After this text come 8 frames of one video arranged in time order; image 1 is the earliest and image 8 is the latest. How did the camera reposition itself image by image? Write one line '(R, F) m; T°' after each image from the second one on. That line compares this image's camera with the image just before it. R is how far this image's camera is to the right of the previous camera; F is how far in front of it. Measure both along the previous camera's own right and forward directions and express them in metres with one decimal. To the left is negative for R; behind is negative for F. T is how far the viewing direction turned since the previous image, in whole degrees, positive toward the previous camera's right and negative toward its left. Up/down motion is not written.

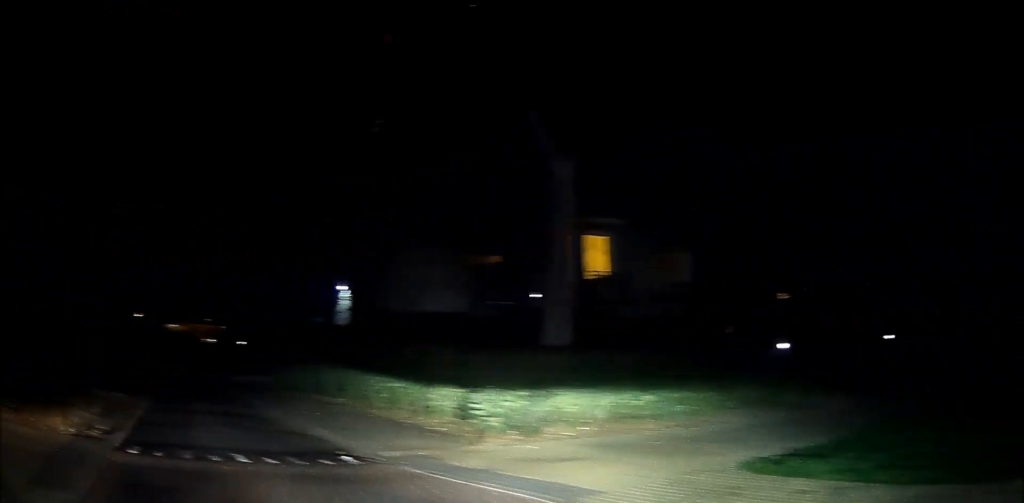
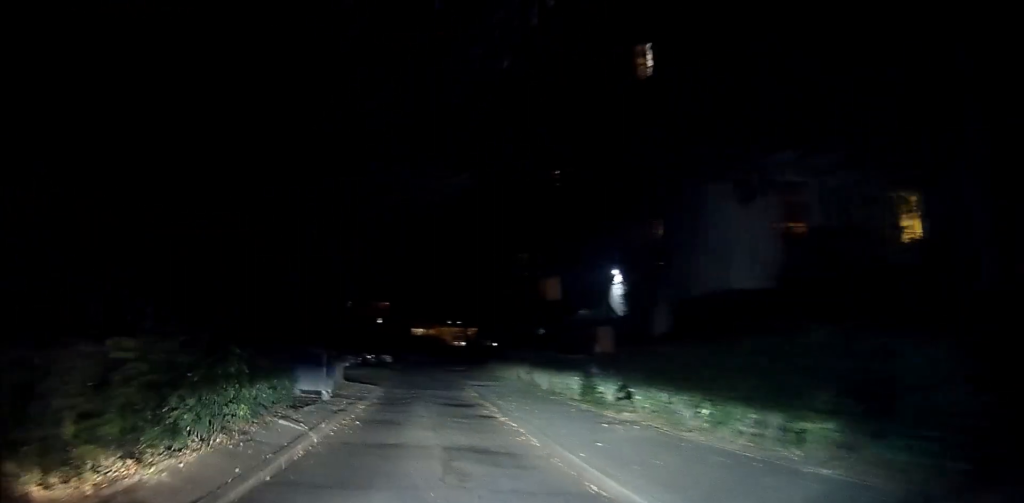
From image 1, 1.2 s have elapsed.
(-0.6, +4.4) m; -13°
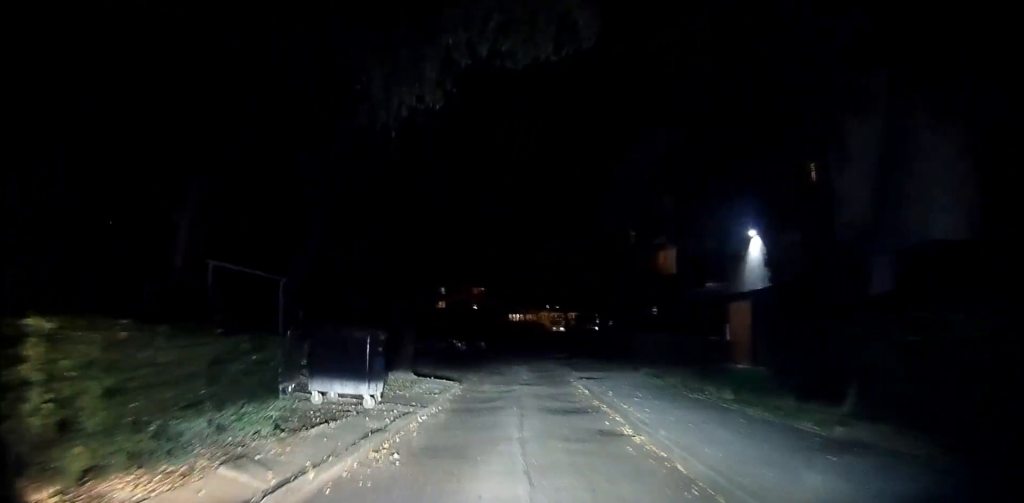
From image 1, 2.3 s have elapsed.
(-0.4, +5.1) m; -5°
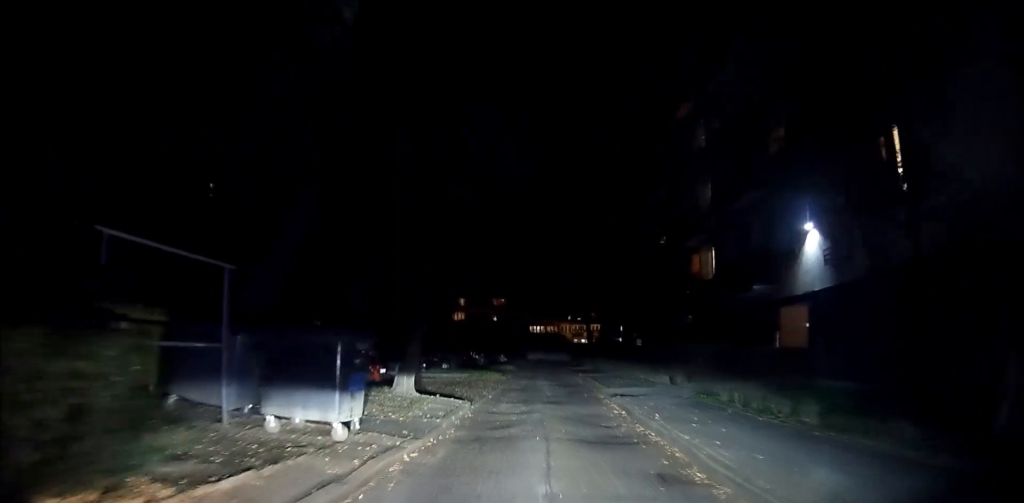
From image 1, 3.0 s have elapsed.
(0.0, +3.2) m; -1°
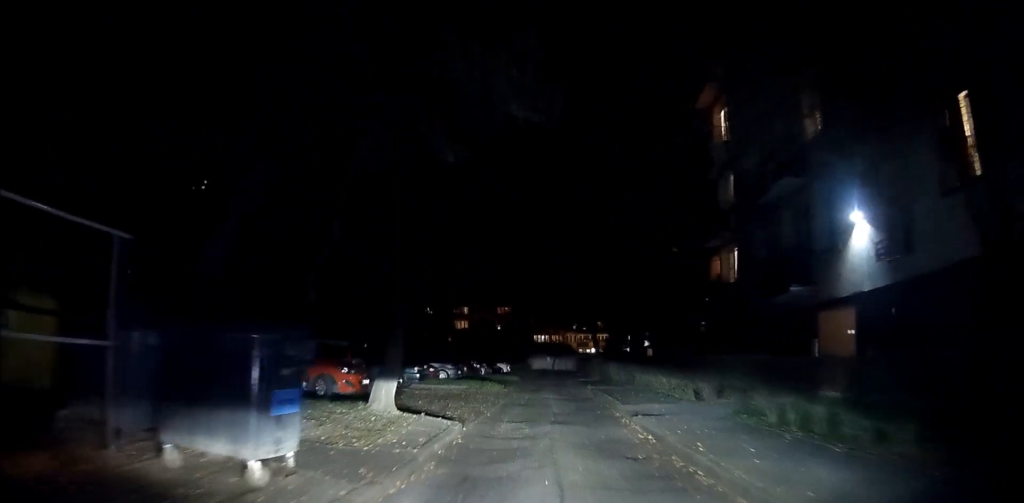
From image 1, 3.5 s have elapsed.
(-0.1, +2.9) m; -1°
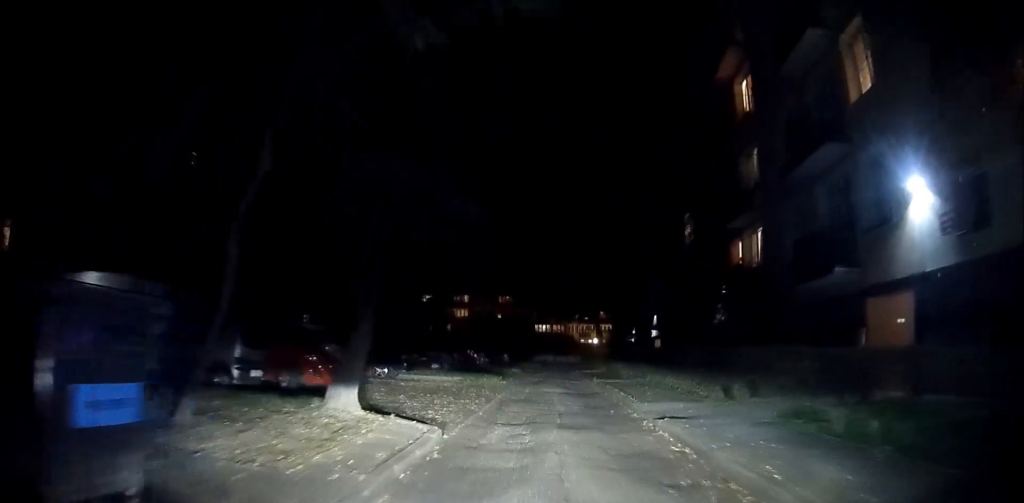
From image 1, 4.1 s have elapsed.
(0.0, +2.8) m; -1°
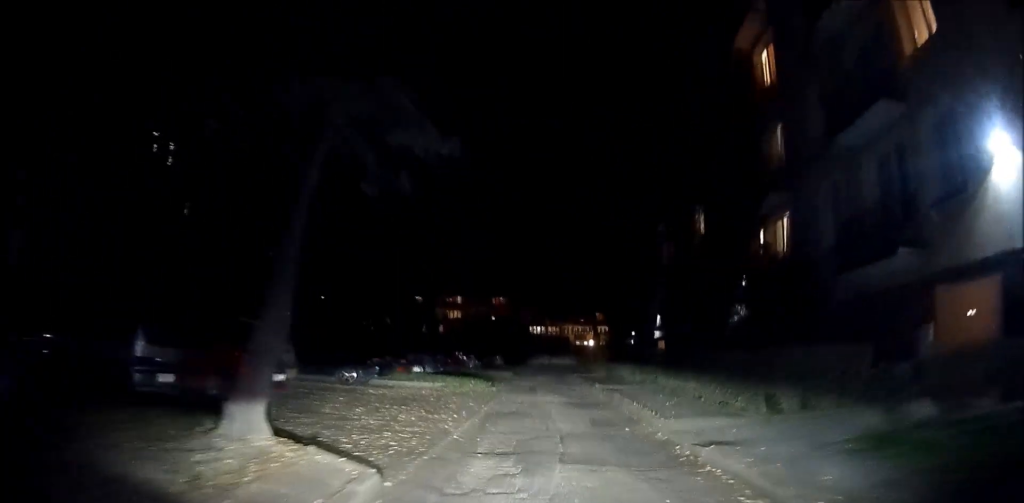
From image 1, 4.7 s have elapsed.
(0.0, +3.4) m; -1°
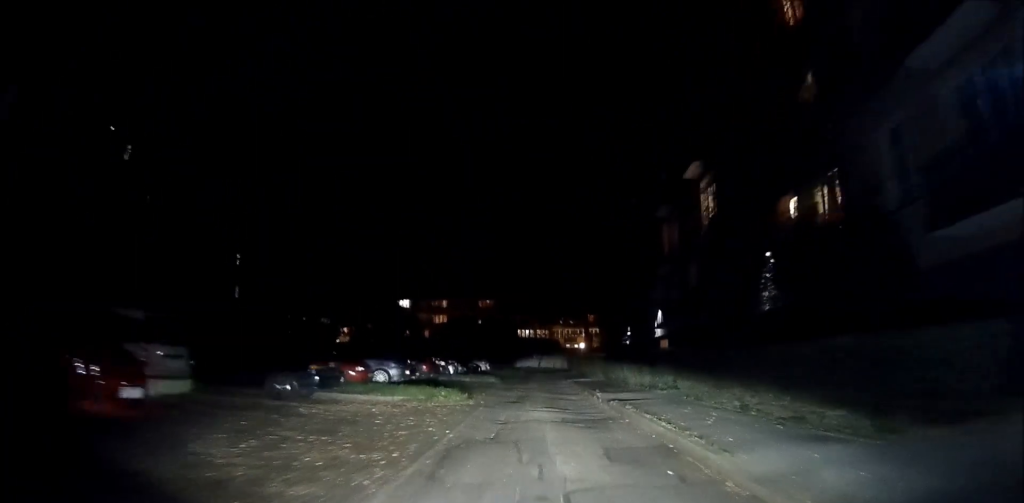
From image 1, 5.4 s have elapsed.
(-0.1, +4.6) m; 0°
